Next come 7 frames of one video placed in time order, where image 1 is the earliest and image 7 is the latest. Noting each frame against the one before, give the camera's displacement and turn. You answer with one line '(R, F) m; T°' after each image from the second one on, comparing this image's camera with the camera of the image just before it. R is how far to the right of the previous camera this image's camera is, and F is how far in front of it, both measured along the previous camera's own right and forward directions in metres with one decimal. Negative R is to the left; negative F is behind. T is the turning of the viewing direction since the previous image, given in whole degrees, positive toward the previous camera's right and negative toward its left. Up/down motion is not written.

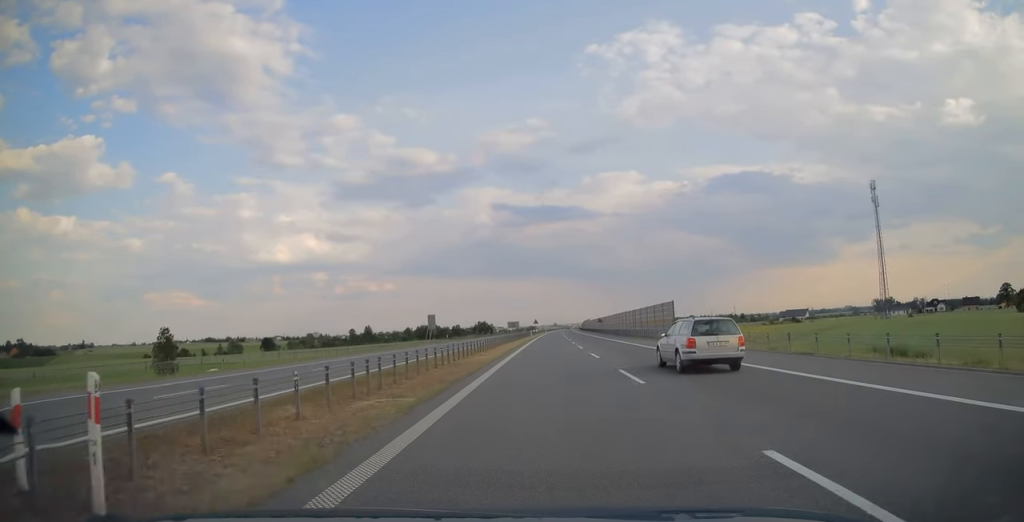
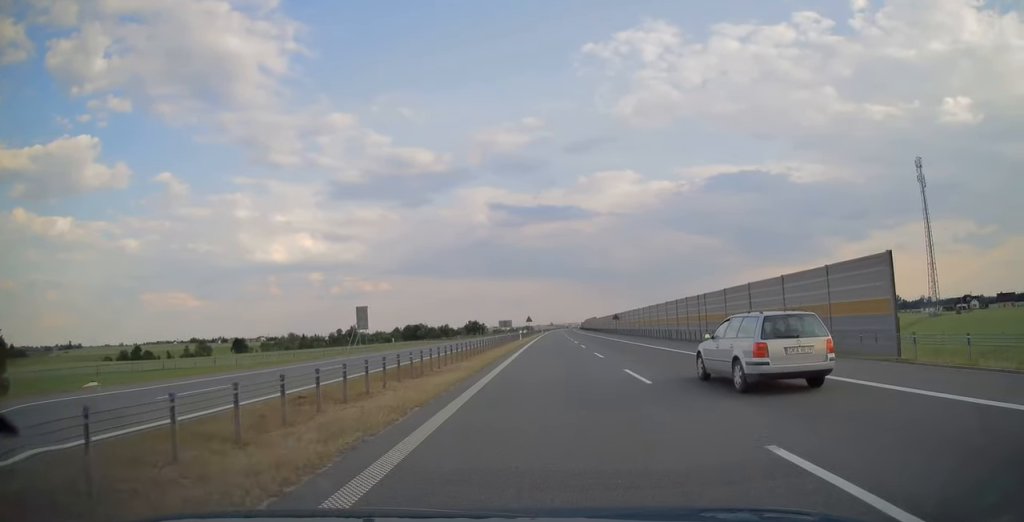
(+0.1, +36.2) m; 0°
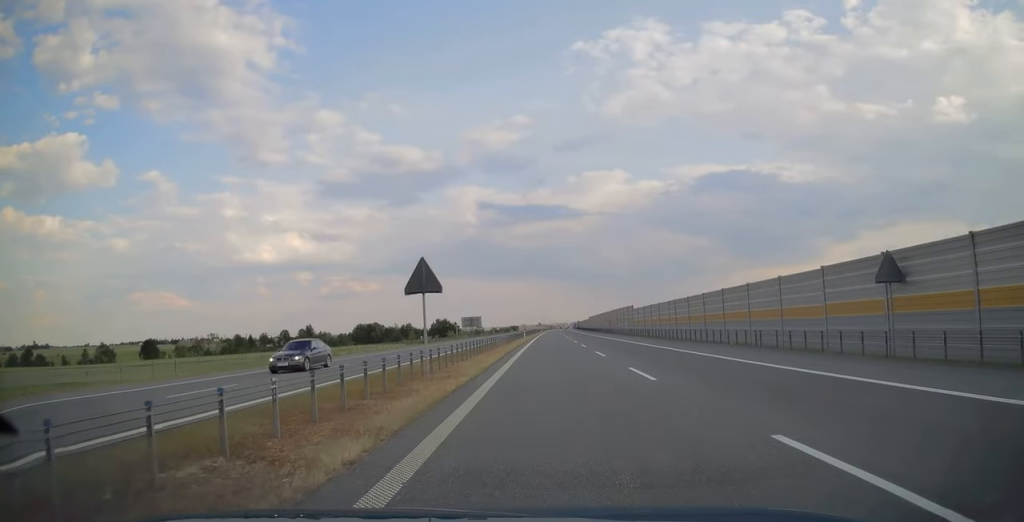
(+0.6, +83.7) m; +1°
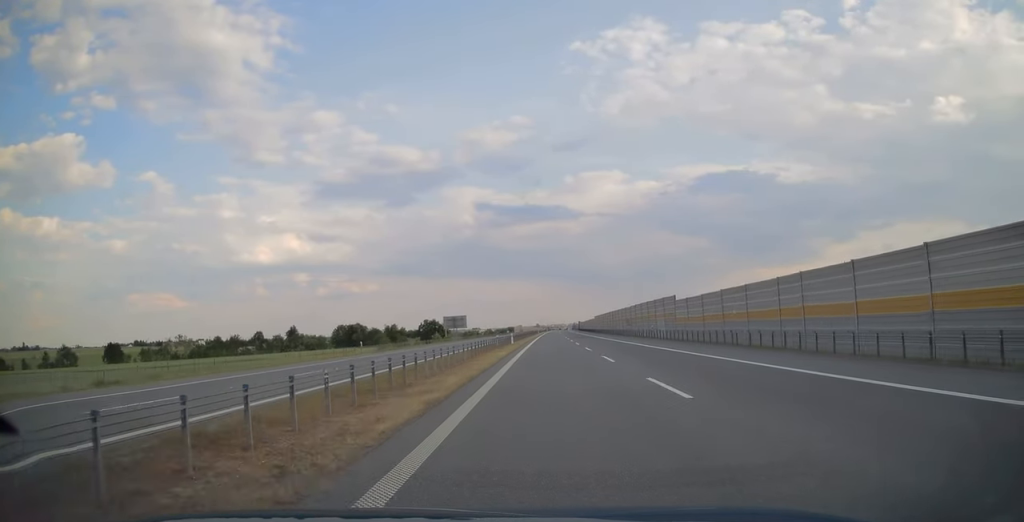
(+0.1, +27.7) m; 0°
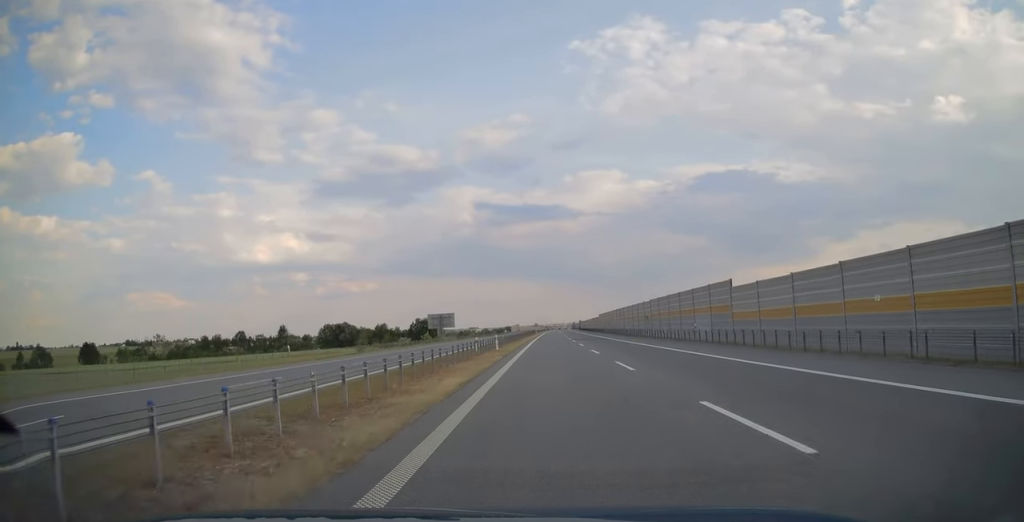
(0.0, +16.9) m; 0°
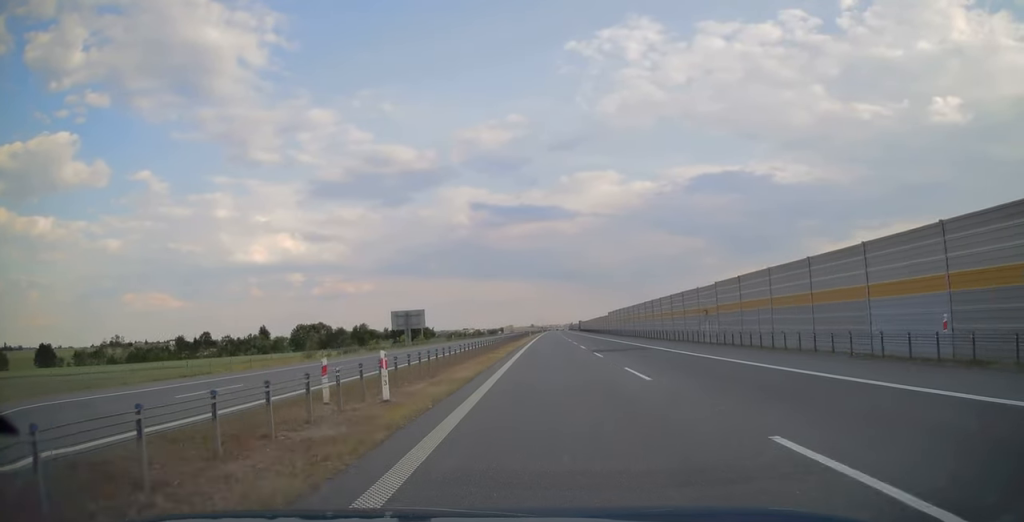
(+0.1, +27.1) m; 0°
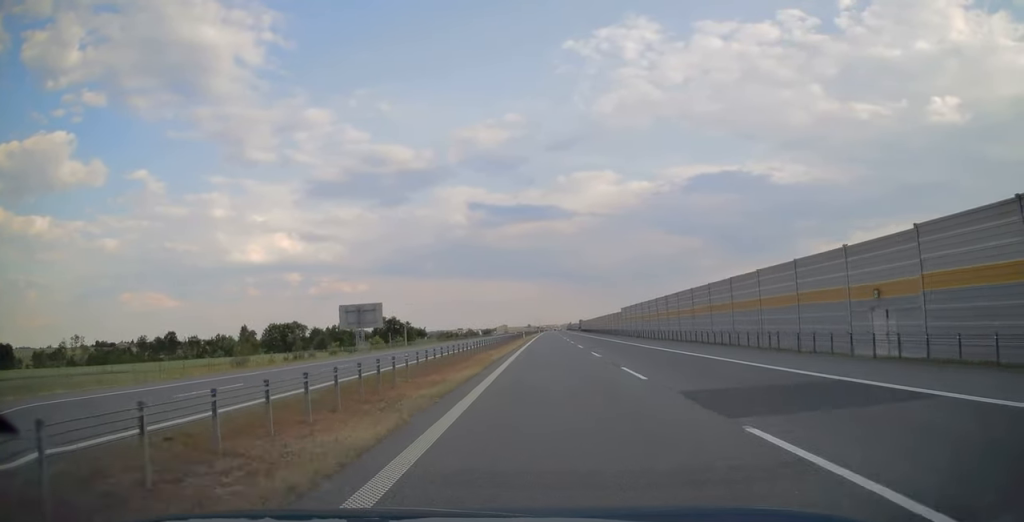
(+0.1, +23.7) m; 0°
